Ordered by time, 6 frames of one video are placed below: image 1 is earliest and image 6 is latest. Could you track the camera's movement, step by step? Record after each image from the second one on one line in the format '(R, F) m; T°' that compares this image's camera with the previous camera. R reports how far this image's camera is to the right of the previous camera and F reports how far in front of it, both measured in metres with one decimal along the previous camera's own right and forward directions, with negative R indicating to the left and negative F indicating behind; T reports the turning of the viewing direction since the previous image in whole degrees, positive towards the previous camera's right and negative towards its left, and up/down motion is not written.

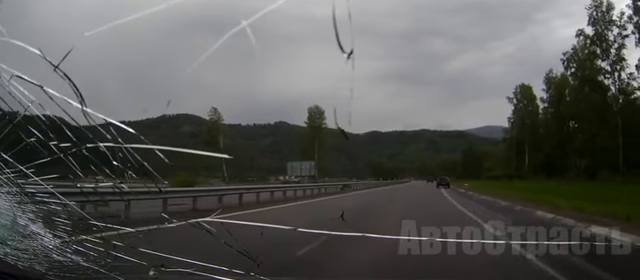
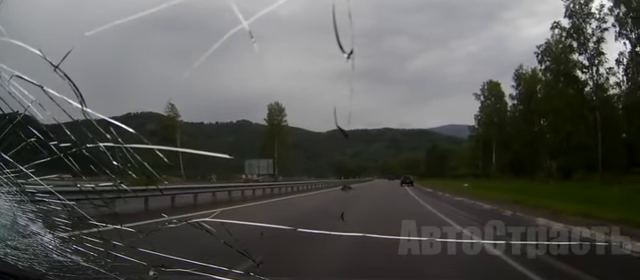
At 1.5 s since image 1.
(+0.1, +3.4) m; +1°
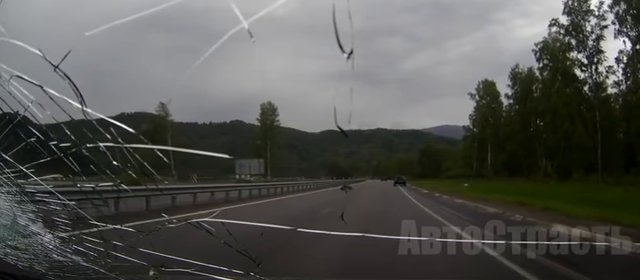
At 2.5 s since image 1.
(0.0, +1.7) m; -2°
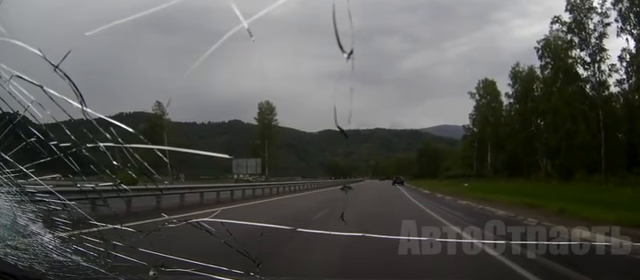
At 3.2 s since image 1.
(0.0, +1.2) m; 0°
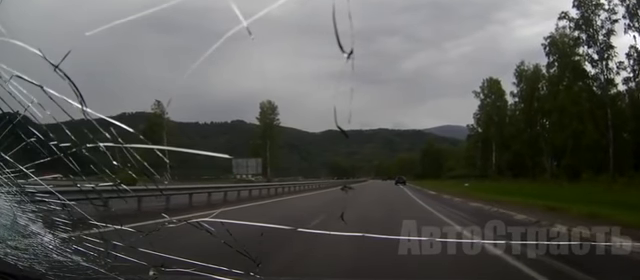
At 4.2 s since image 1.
(0.0, +1.6) m; +2°
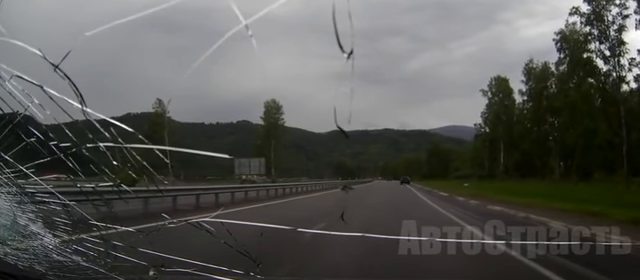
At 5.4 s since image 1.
(0.0, +2.0) m; +2°
